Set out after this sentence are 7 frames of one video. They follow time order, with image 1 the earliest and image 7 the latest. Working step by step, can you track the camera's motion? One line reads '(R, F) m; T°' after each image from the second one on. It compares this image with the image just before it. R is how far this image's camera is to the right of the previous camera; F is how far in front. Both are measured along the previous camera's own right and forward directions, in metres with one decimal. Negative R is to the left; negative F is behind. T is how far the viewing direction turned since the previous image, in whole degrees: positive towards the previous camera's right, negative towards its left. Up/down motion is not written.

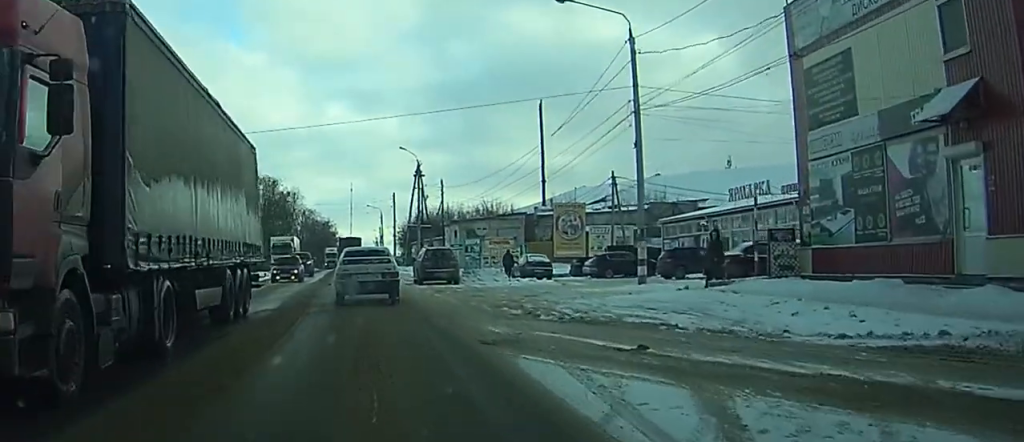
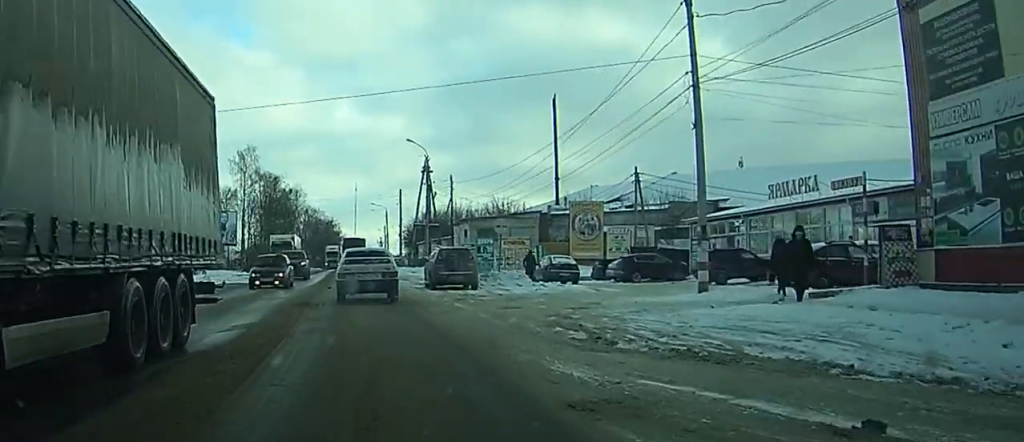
(0.0, +4.9) m; 0°
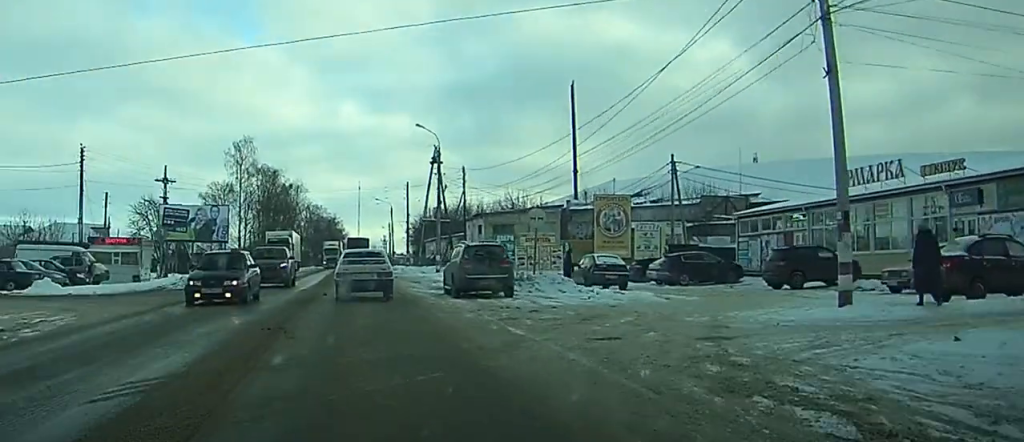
(0.0, +7.1) m; 0°
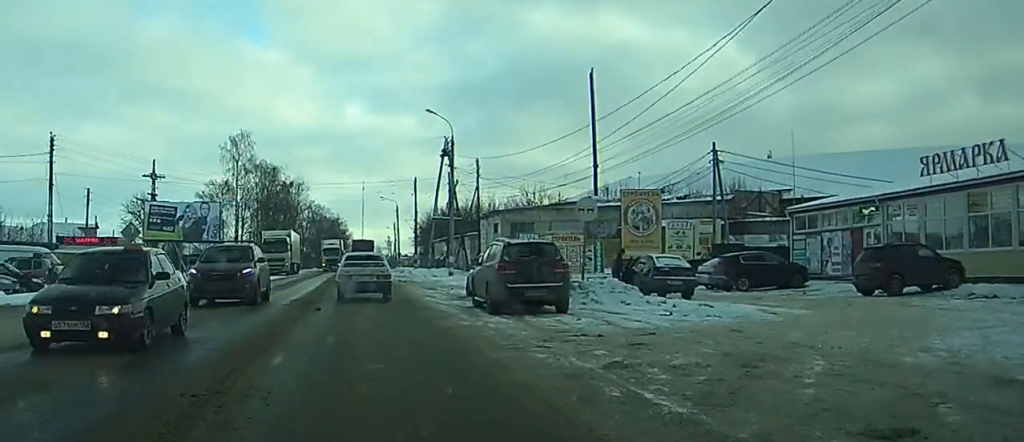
(0.0, +6.5) m; +1°
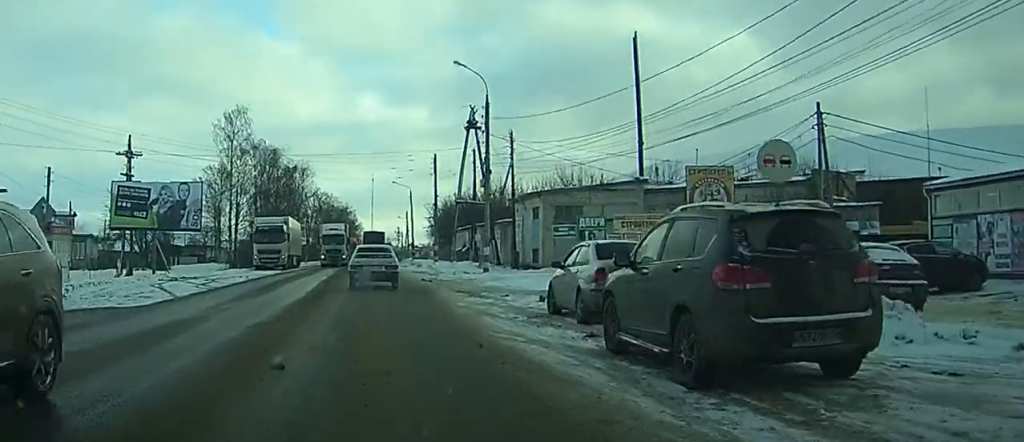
(+0.3, +11.8) m; +1°
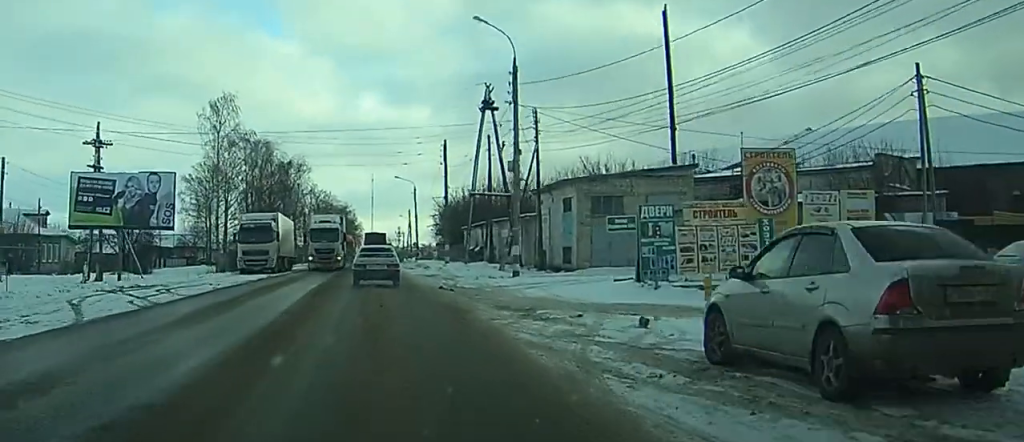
(-0.1, +8.3) m; -1°
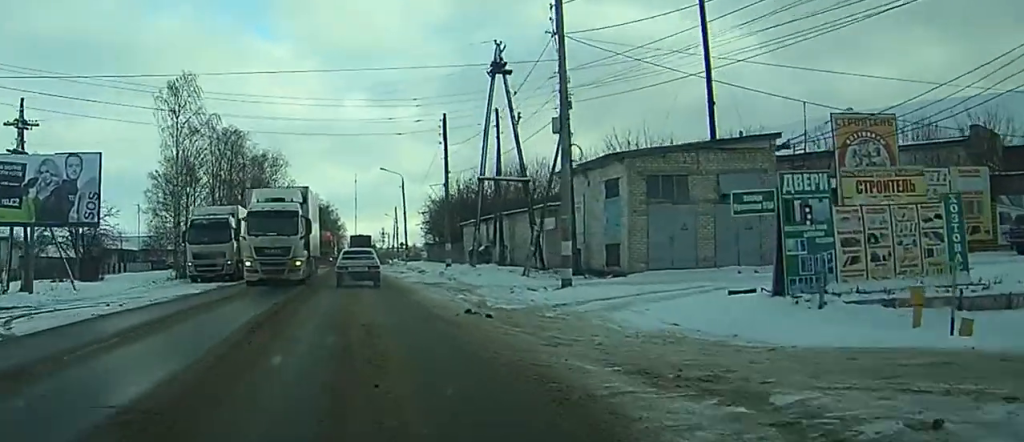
(0.0, +11.3) m; 0°
